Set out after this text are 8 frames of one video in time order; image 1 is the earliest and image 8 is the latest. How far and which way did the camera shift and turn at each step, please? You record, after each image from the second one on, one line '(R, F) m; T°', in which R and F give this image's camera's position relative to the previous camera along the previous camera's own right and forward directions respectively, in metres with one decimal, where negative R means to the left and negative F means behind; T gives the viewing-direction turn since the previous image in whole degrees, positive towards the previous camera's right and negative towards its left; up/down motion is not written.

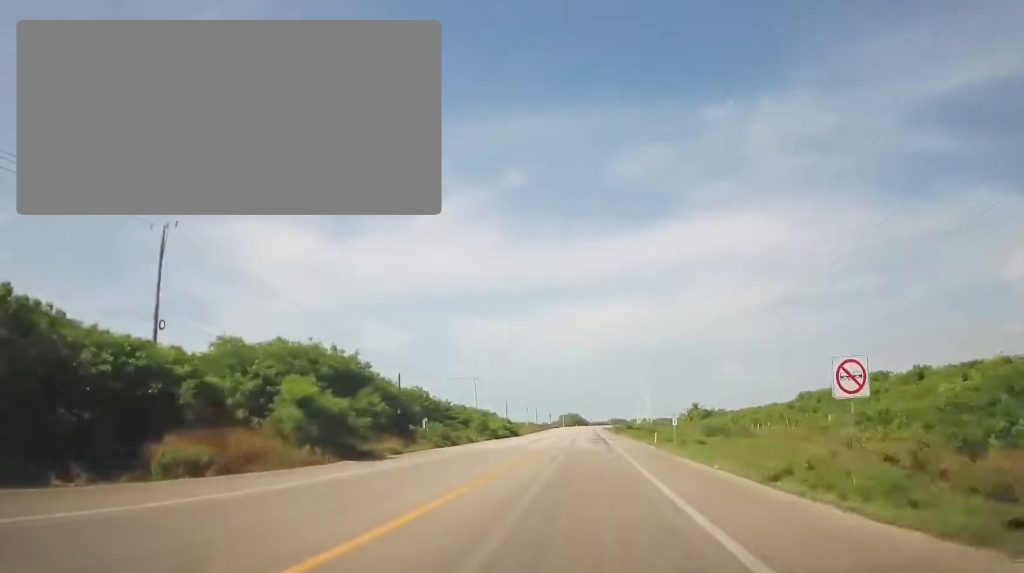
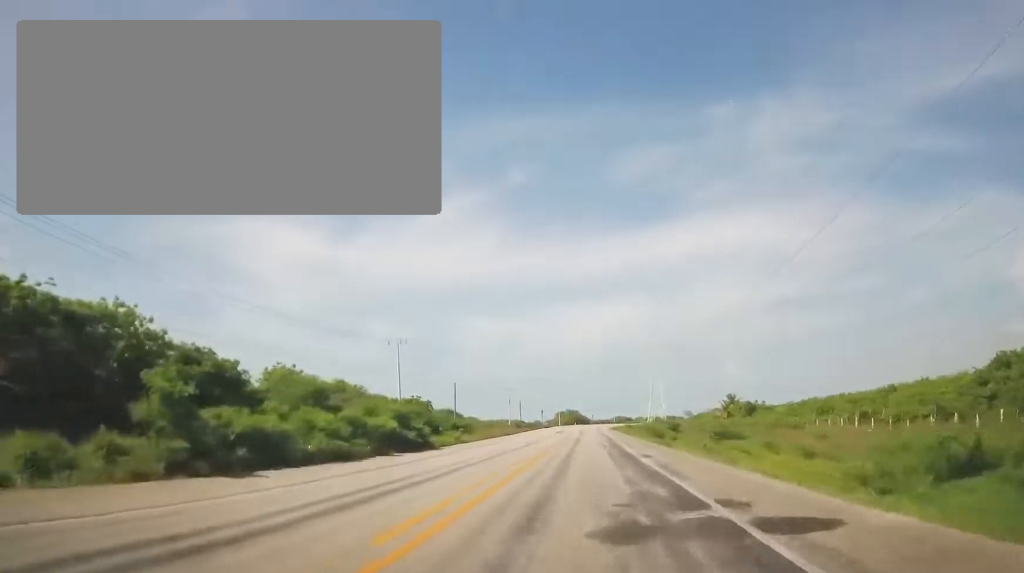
(-0.2, +44.9) m; -1°
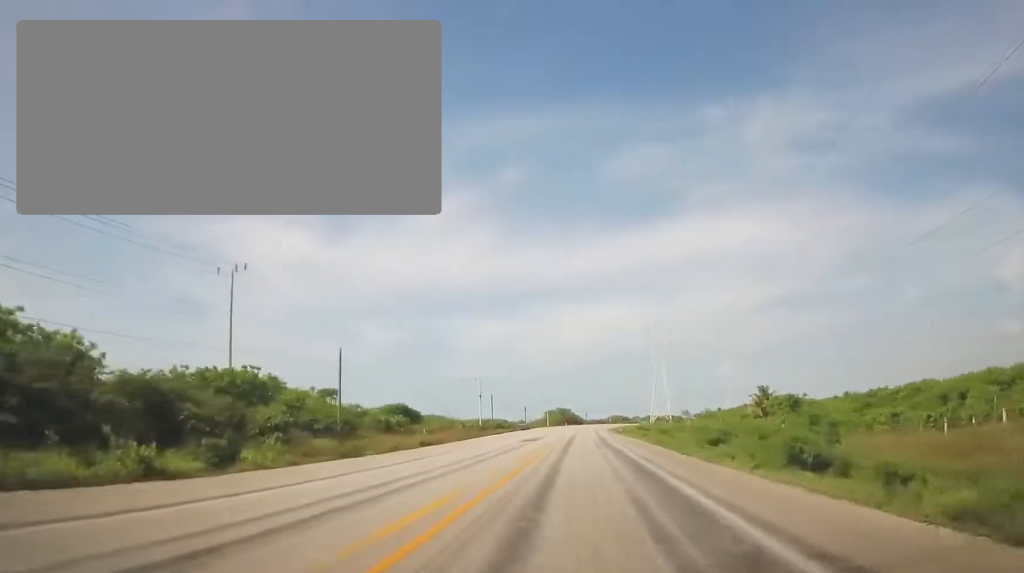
(-0.5, +30.2) m; -1°
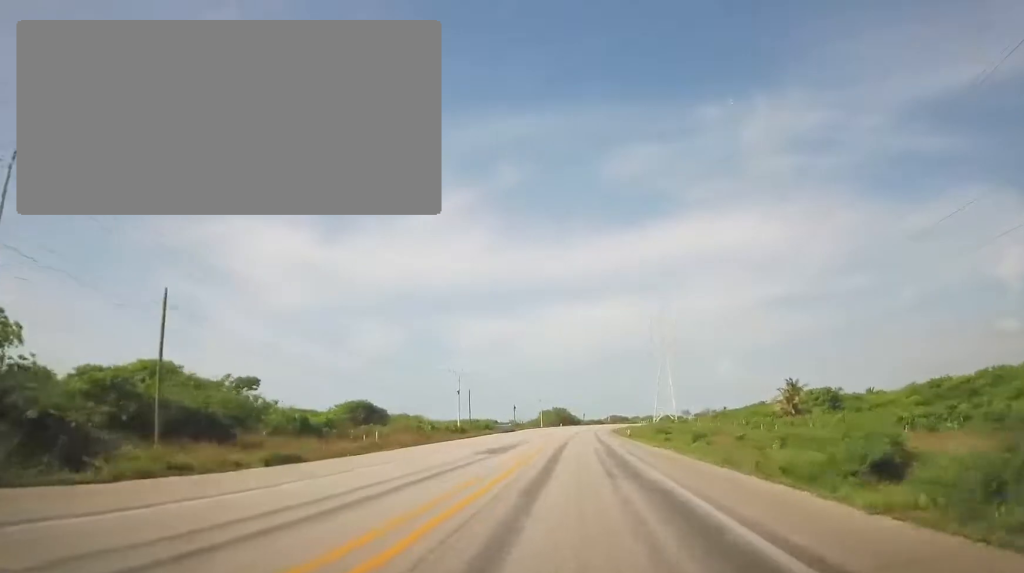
(-0.2, +16.6) m; 0°
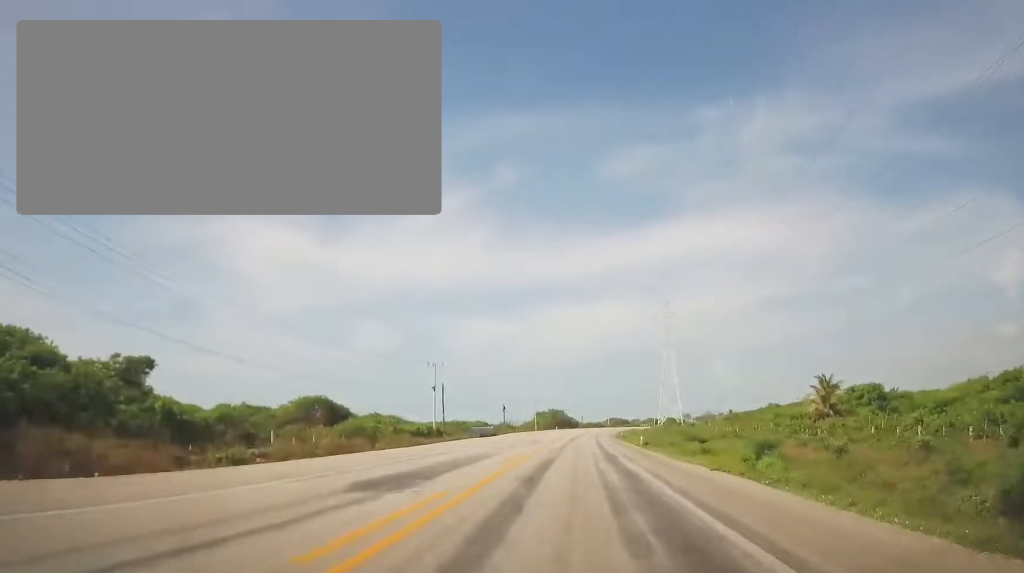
(+0.3, +13.9) m; +1°
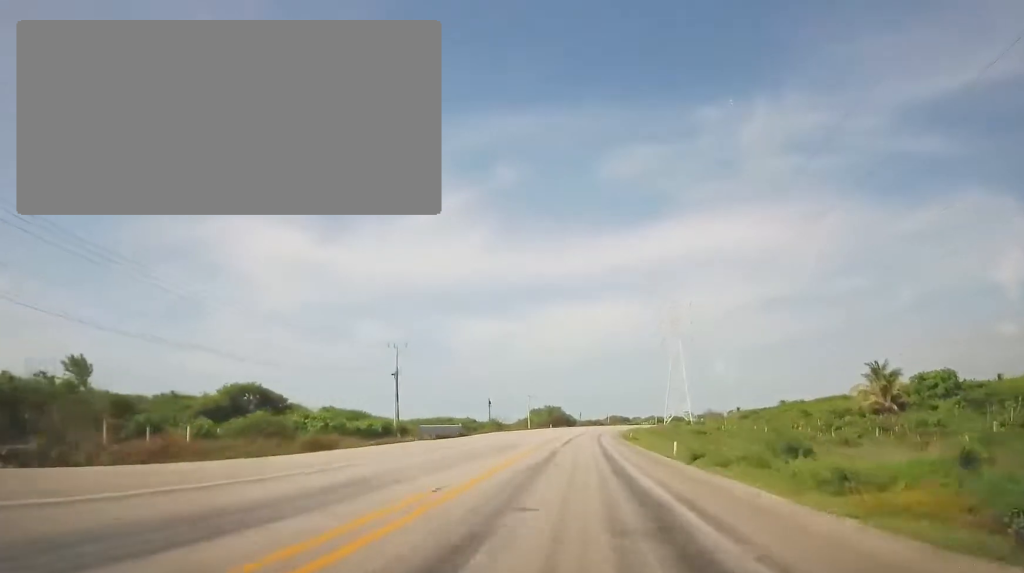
(+0.2, +15.6) m; +1°
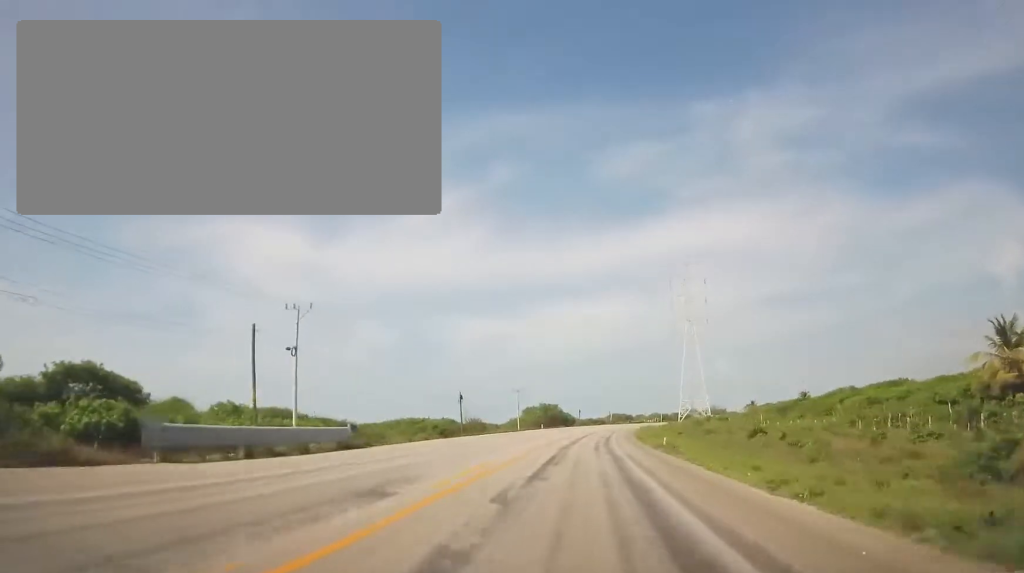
(+0.2, +22.3) m; +1°
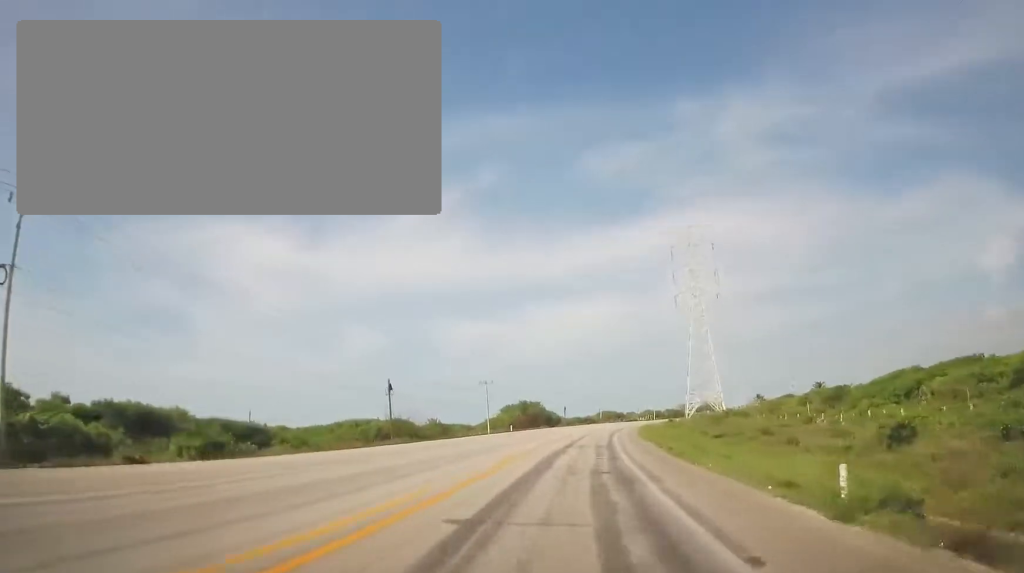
(+0.3, +23.0) m; +1°
